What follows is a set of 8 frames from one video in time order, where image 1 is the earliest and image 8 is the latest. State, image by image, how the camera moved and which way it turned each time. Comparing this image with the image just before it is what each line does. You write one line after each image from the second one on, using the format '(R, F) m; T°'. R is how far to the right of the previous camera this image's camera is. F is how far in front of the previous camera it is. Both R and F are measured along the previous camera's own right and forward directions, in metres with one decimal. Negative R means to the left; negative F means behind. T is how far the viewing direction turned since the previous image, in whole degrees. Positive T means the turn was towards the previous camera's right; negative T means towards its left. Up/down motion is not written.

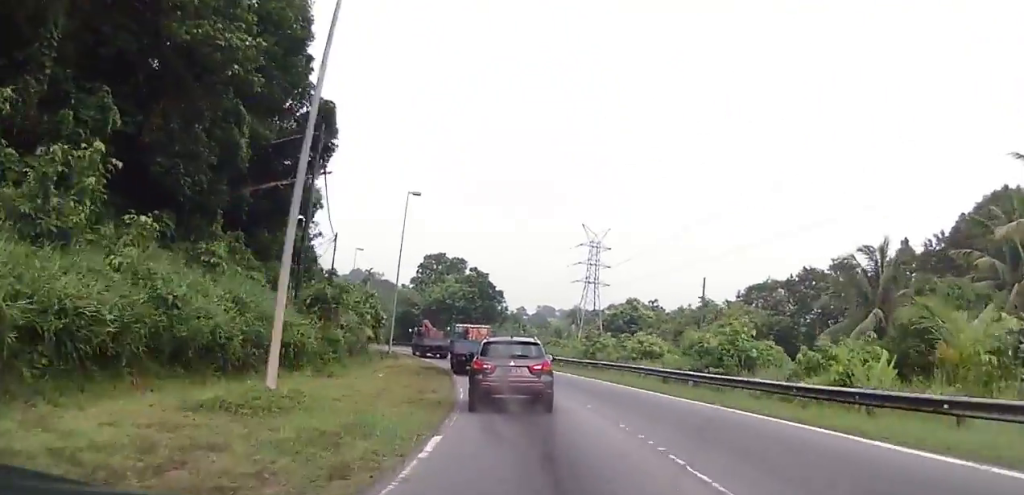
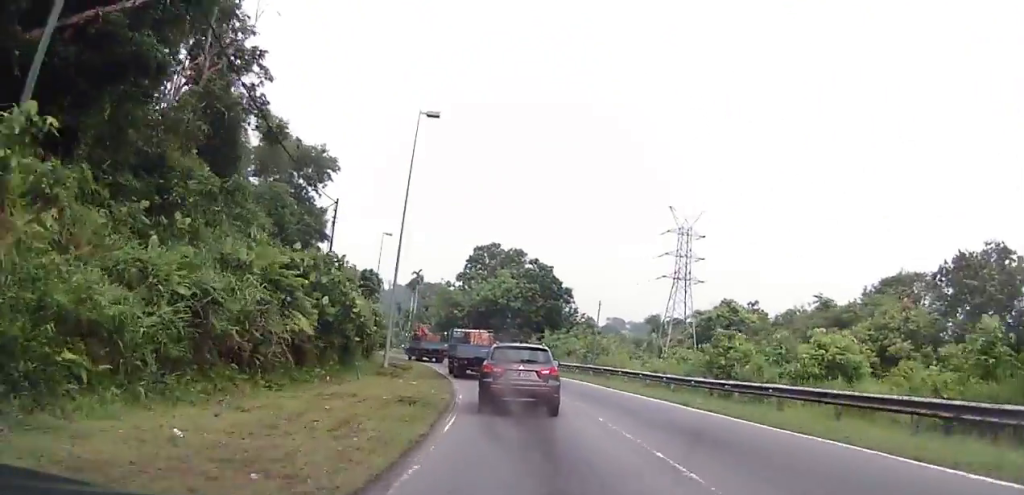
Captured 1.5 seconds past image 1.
(-0.5, +20.1) m; -4°
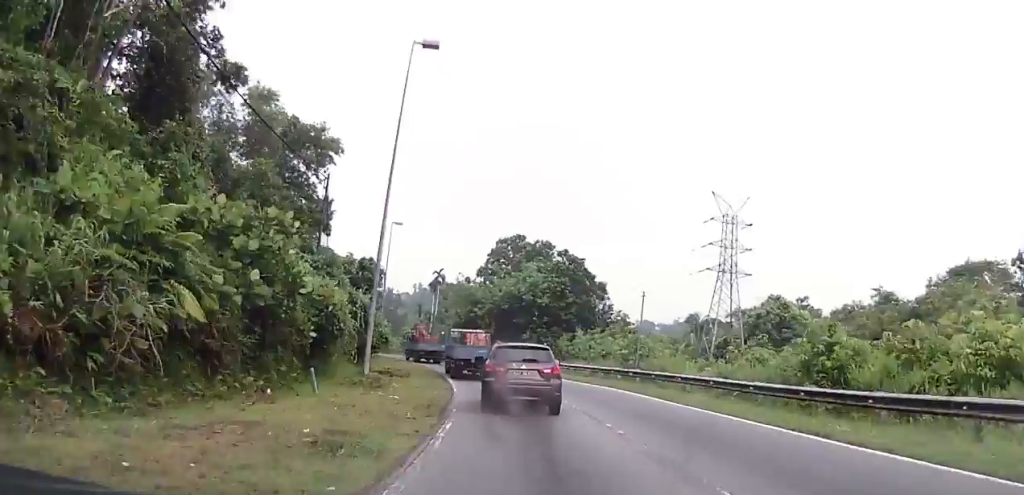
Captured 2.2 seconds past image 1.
(-0.3, +8.1) m; -3°
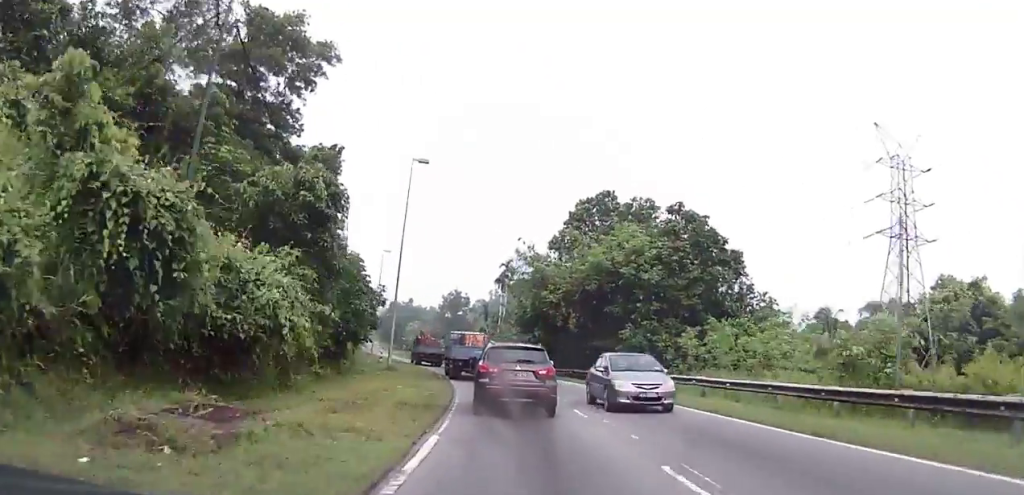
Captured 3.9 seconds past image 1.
(-1.7, +22.6) m; -10°
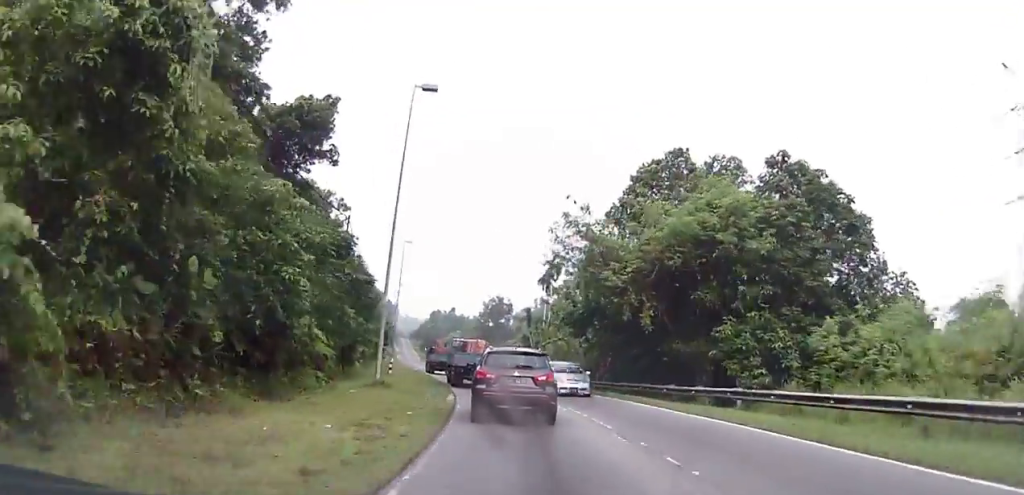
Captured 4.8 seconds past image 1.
(-0.7, +12.4) m; -6°
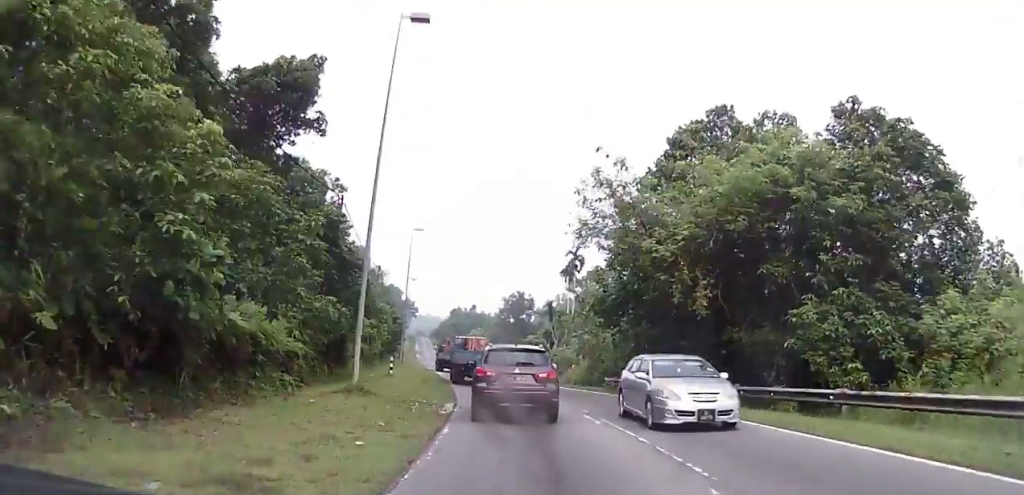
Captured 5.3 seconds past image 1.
(-0.4, +6.3) m; -2°
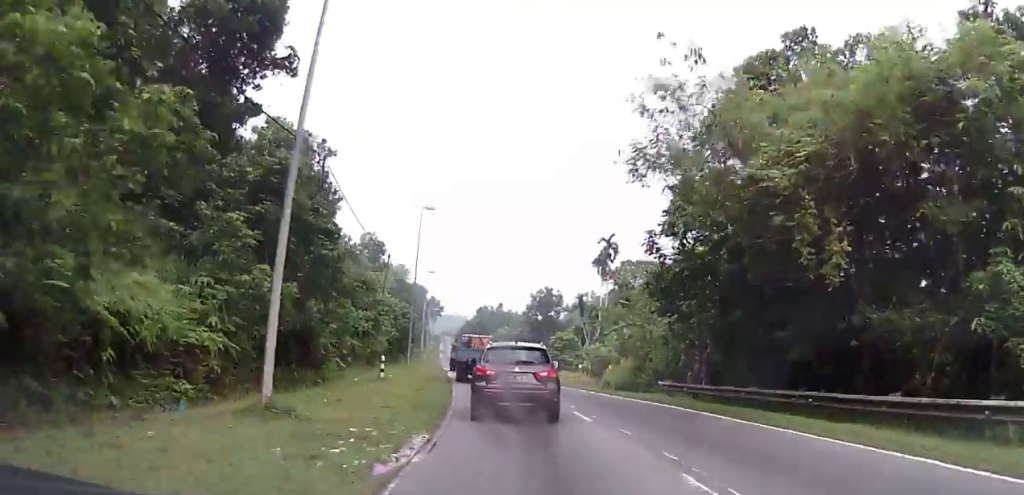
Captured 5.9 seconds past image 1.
(0.0, +8.6) m; 0°
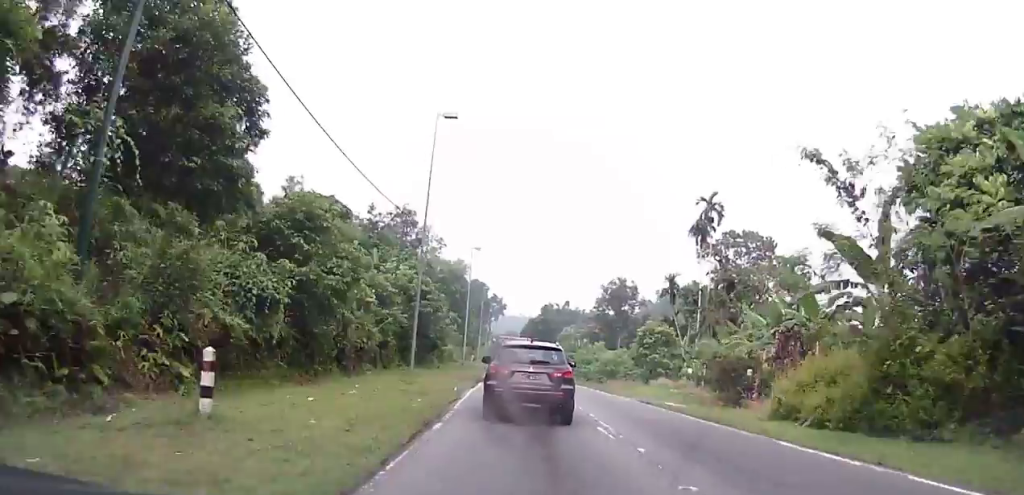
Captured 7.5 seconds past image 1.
(0.0, +21.0) m; -3°
